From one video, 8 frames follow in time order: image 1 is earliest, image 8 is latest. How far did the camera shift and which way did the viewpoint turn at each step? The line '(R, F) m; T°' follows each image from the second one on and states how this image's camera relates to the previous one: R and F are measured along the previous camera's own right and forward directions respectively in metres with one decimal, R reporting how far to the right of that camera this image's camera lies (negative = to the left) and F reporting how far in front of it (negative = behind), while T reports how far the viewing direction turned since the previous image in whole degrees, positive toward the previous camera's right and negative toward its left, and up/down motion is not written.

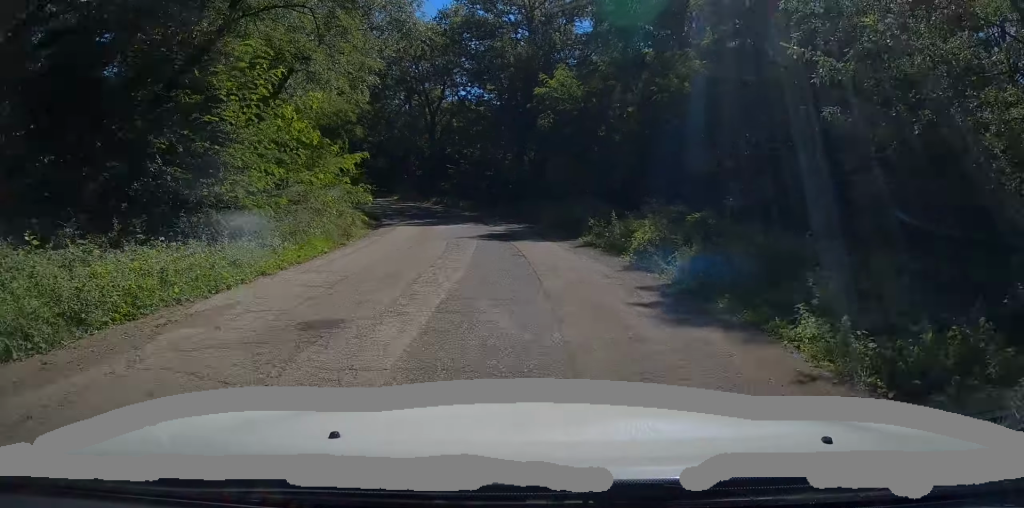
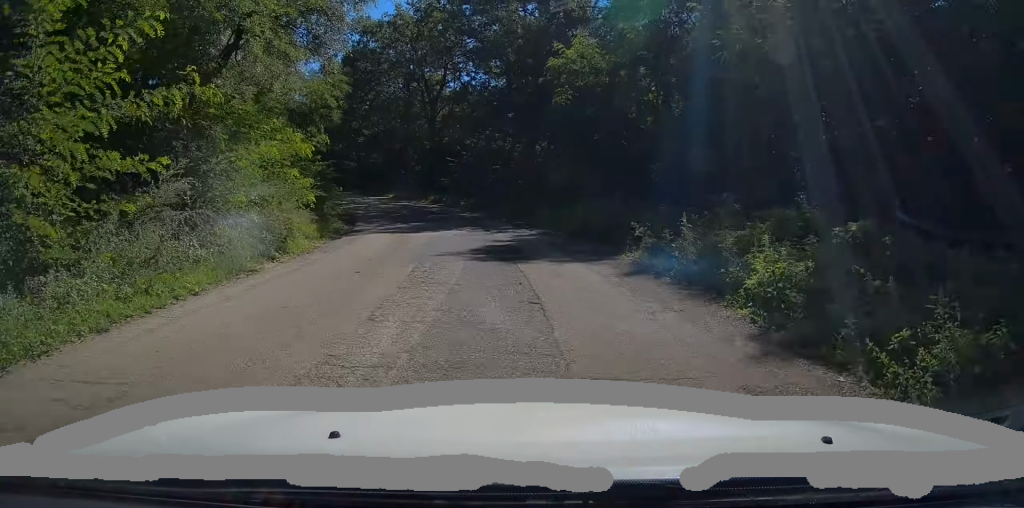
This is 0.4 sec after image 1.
(-0.1, +6.0) m; -2°
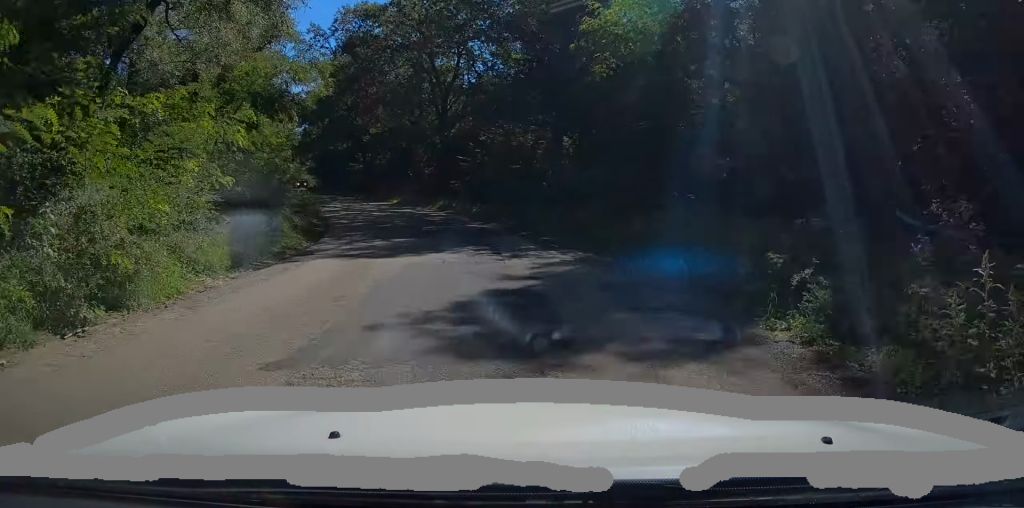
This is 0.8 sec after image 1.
(-0.1, +6.2) m; -2°
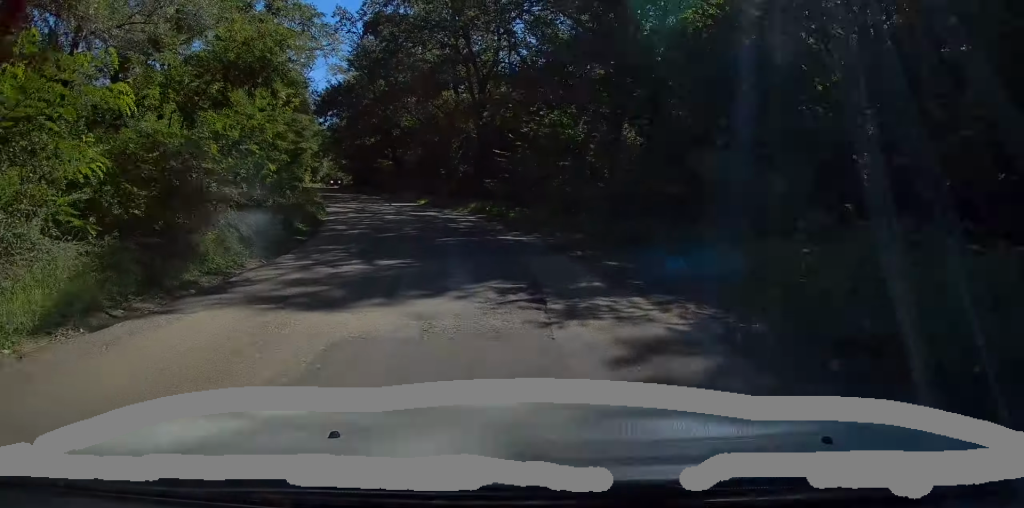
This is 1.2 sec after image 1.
(0.0, +5.6) m; -3°
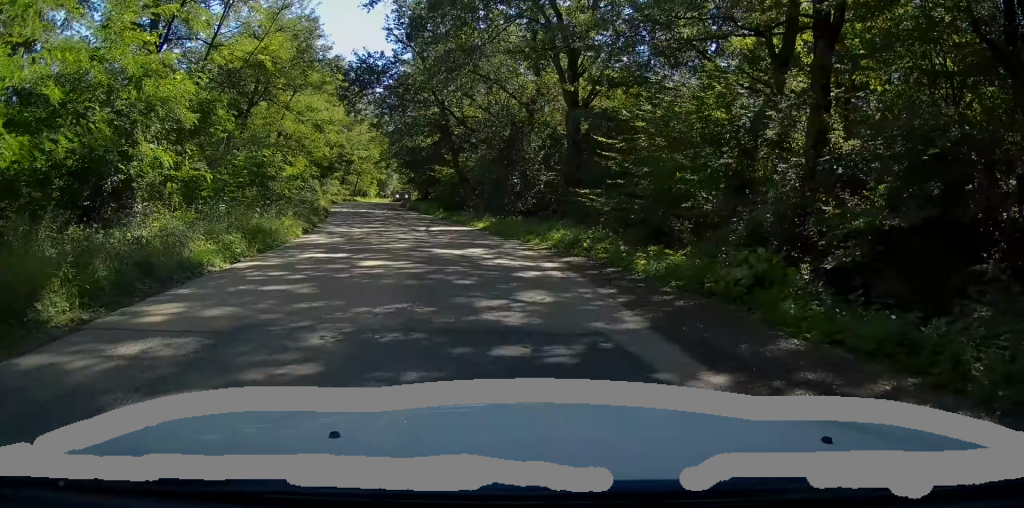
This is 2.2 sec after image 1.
(-0.9, +12.6) m; -8°
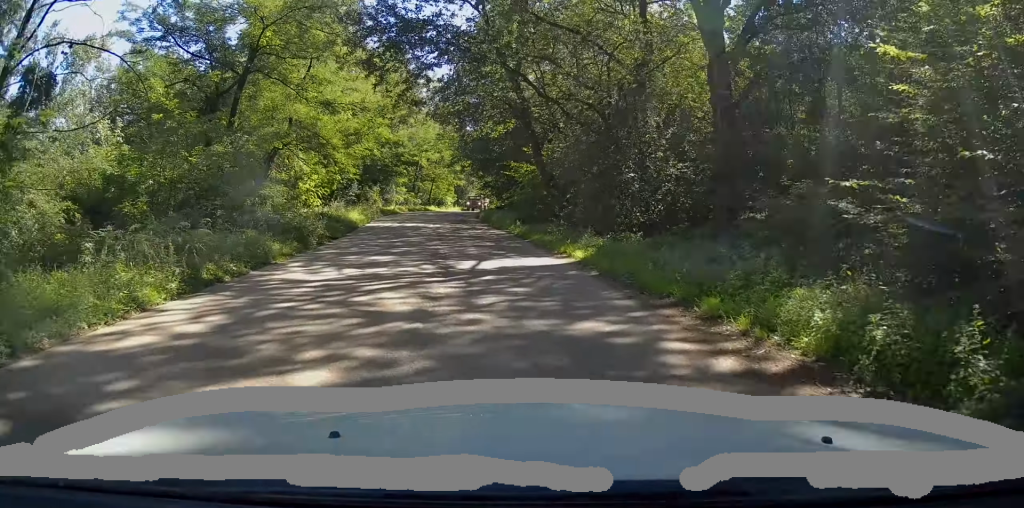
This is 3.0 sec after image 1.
(-0.7, +10.5) m; -7°
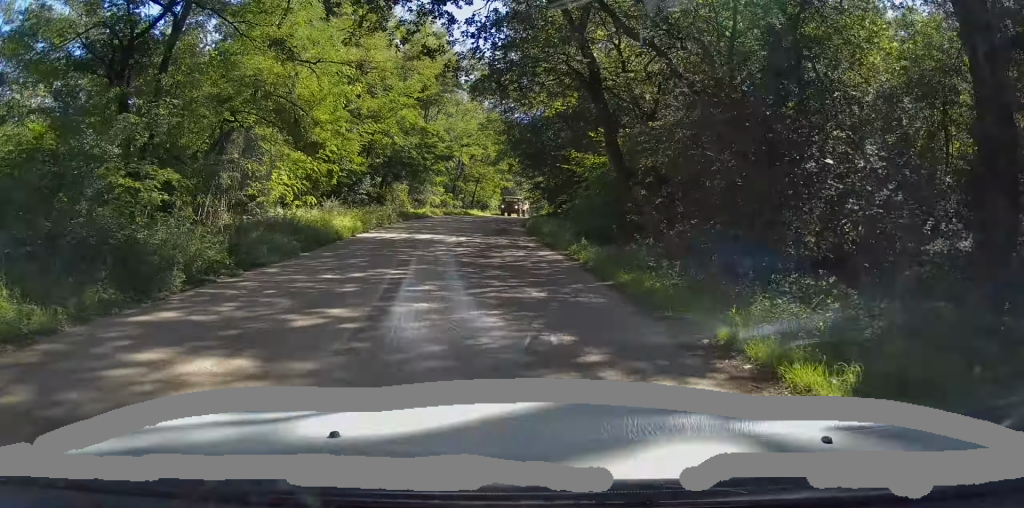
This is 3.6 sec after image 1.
(-0.2, +8.7) m; -5°
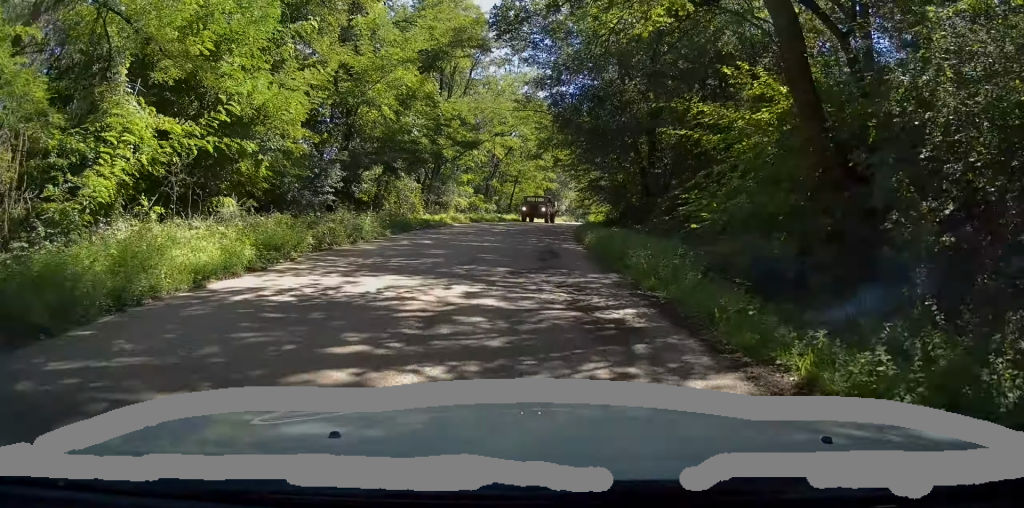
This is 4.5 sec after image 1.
(-0.7, +10.9) m; -2°
